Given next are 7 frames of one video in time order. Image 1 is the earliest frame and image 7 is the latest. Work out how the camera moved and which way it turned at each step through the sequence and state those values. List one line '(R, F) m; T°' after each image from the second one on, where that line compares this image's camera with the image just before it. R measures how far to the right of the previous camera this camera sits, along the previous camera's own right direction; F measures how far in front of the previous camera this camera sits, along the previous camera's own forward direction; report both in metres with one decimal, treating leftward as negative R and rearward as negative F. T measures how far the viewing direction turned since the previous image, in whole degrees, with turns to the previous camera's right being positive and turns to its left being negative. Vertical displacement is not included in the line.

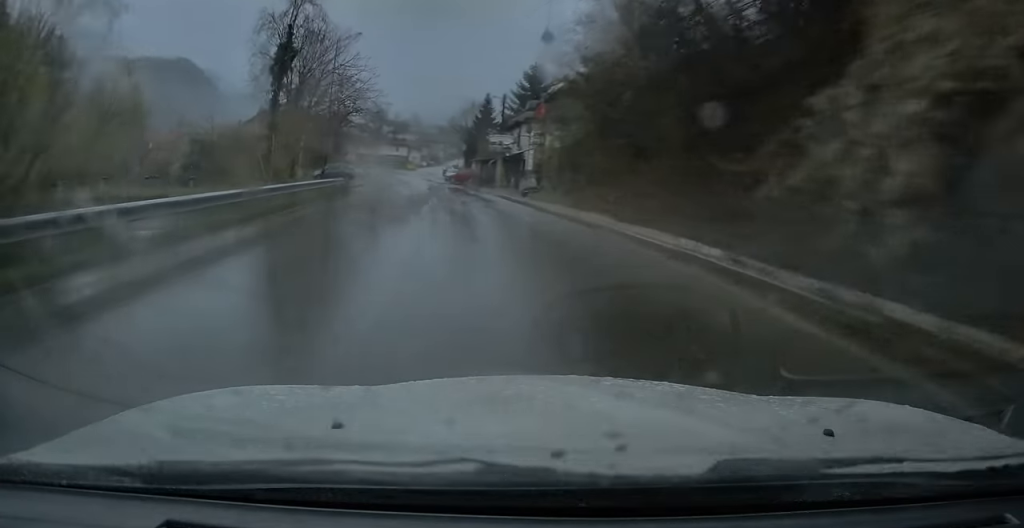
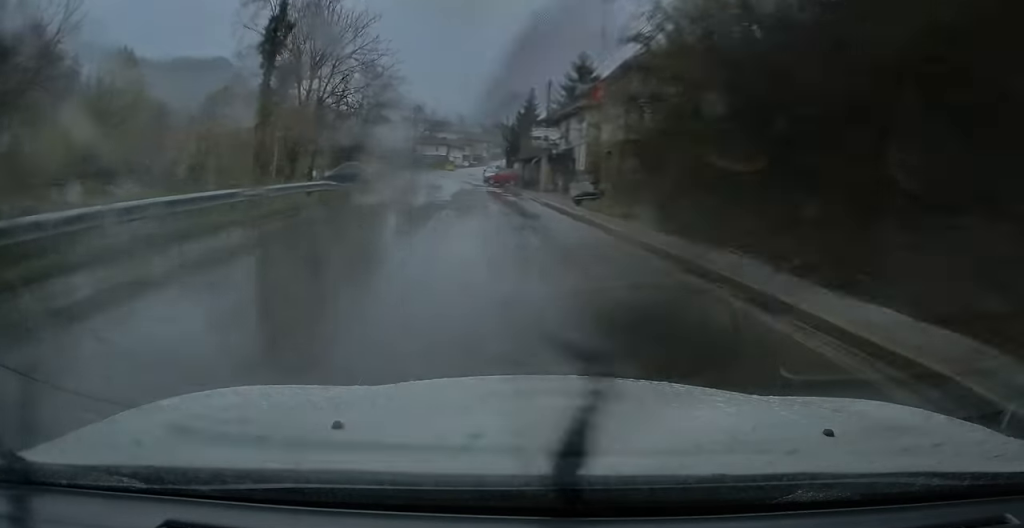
(-0.1, +8.6) m; -3°
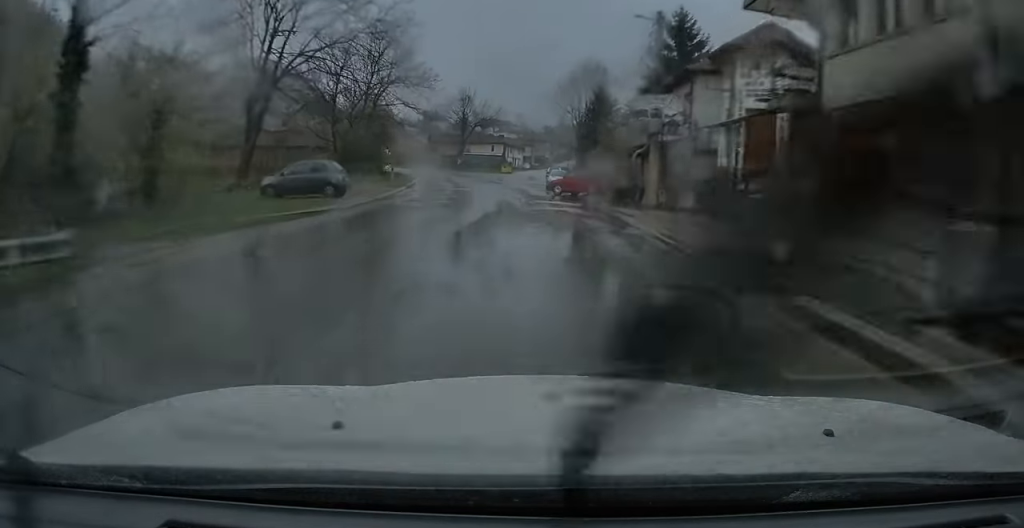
(-1.1, +20.5) m; -5°
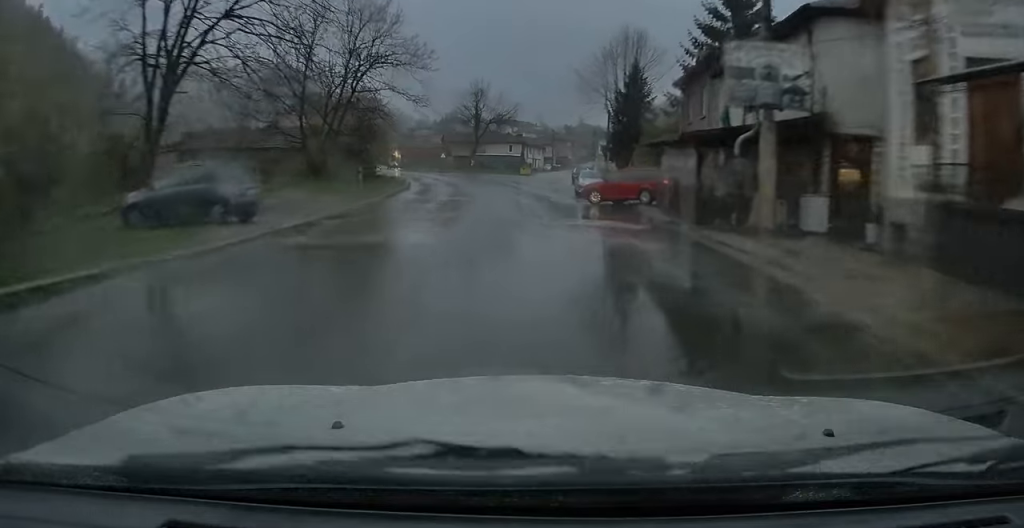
(-0.2, +10.8) m; -2°
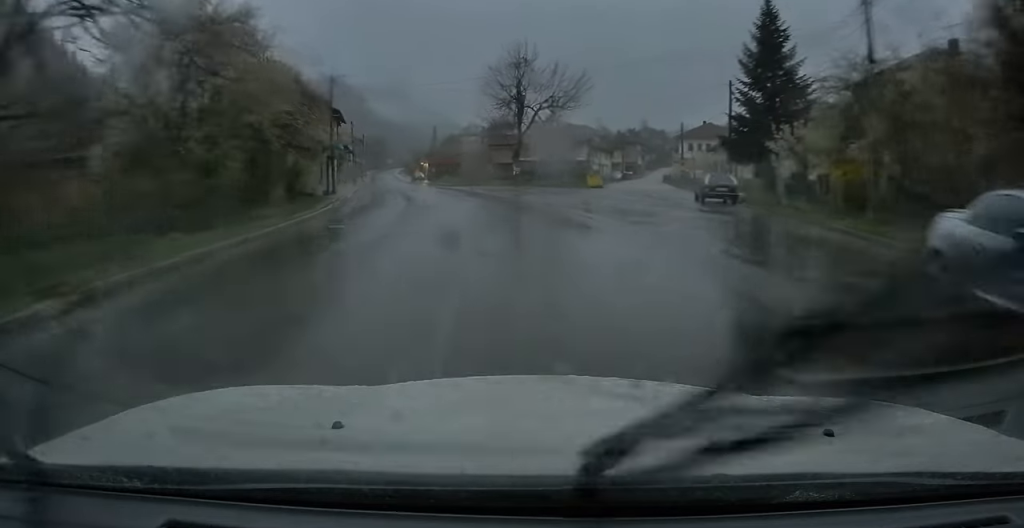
(-1.0, +29.8) m; -6°
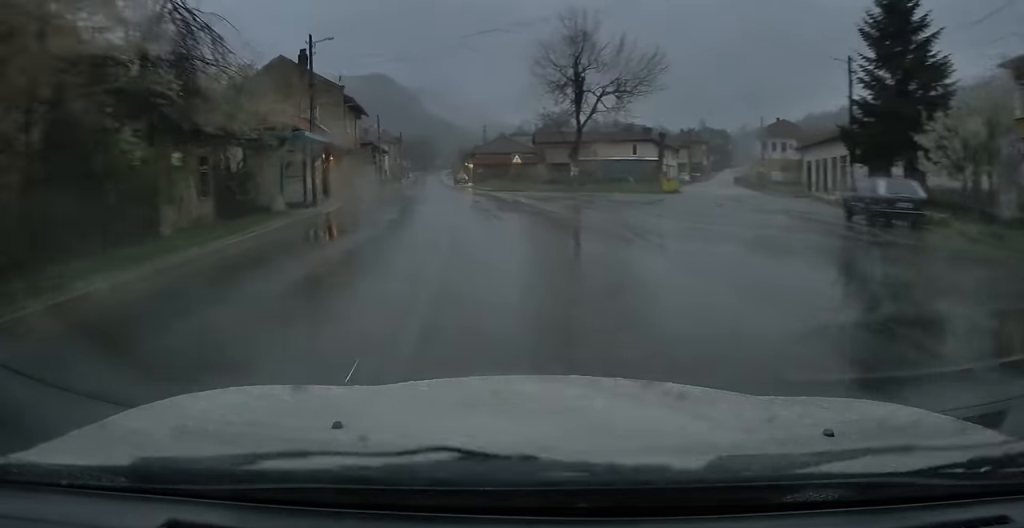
(-0.7, +11.4) m; -5°
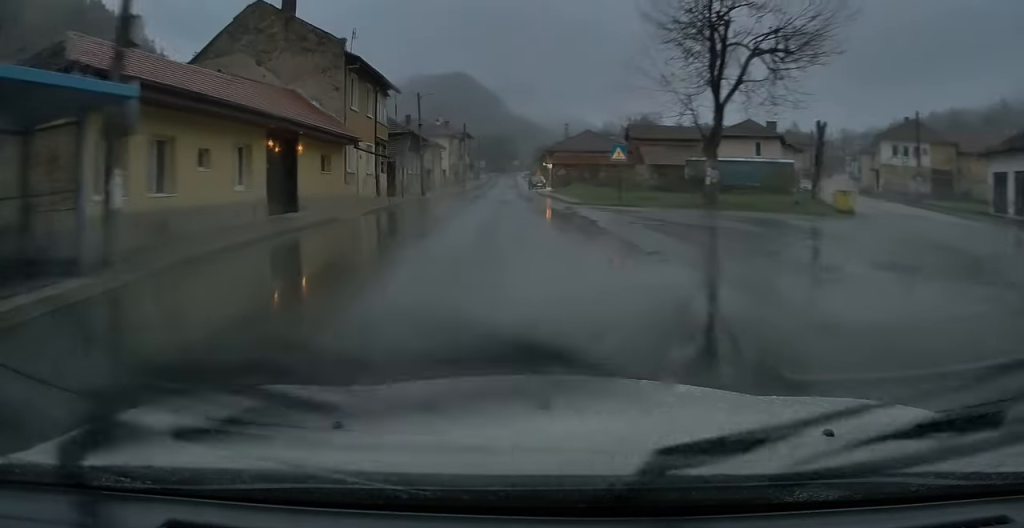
(-1.0, +17.2) m; -5°
